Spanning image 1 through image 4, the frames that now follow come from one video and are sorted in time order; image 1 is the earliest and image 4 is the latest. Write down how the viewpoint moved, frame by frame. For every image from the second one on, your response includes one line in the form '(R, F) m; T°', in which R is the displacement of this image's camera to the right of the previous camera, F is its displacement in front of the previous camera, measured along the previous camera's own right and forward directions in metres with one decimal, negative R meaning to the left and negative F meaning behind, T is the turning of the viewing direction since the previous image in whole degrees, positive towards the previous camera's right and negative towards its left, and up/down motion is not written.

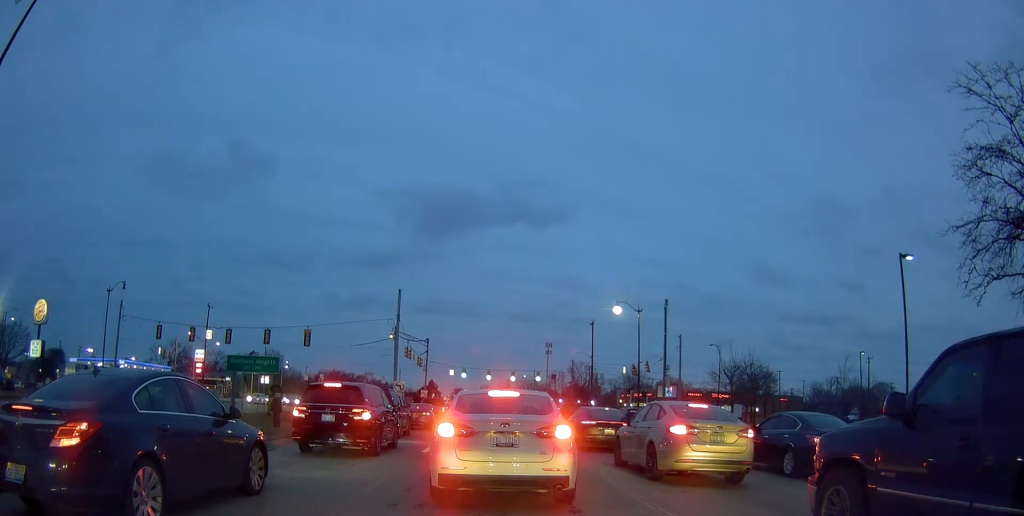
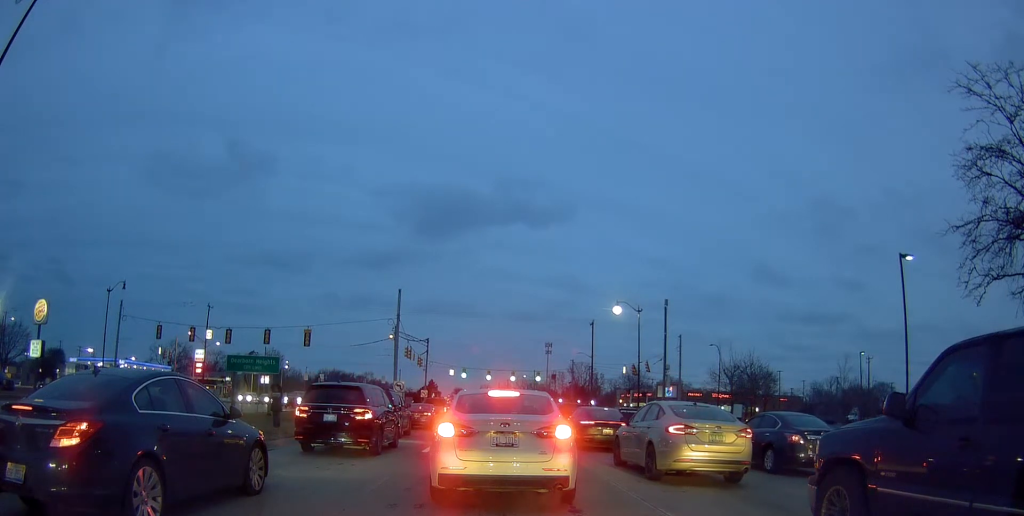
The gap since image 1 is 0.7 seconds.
(0.0, 0.0) m; 0°
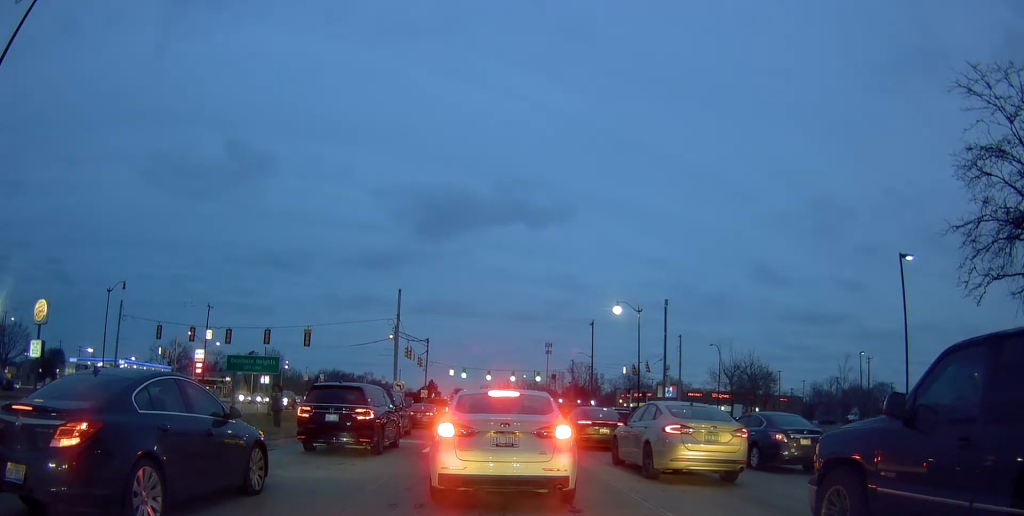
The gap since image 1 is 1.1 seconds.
(0.0, 0.0) m; 0°
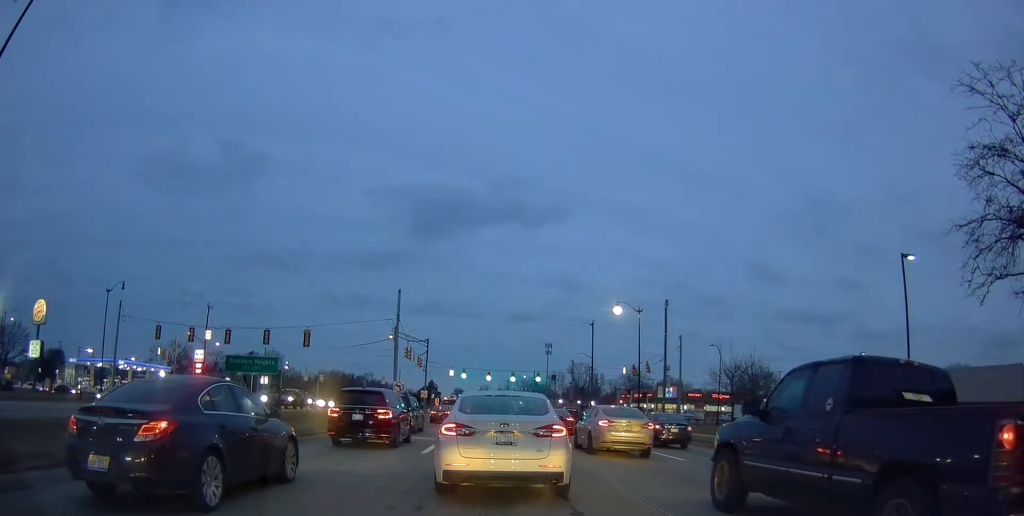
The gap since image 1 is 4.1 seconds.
(-0.1, +0.3) m; 0°
